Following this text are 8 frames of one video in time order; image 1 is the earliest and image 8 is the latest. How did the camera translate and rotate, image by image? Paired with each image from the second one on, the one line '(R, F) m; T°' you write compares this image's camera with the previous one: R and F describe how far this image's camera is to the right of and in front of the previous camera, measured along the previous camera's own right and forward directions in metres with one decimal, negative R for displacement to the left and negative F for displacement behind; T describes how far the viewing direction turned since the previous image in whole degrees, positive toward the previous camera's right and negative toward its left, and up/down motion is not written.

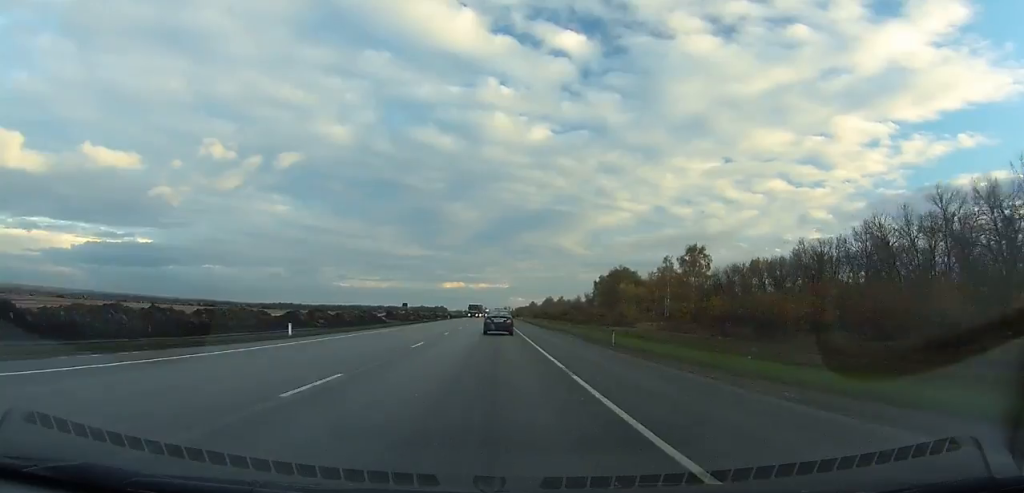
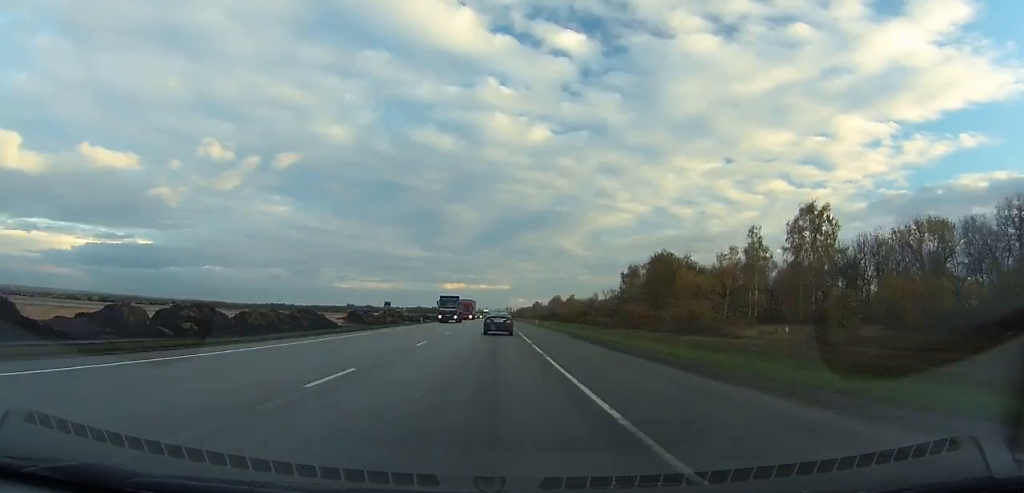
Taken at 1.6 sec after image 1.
(0.0, +42.4) m; 0°
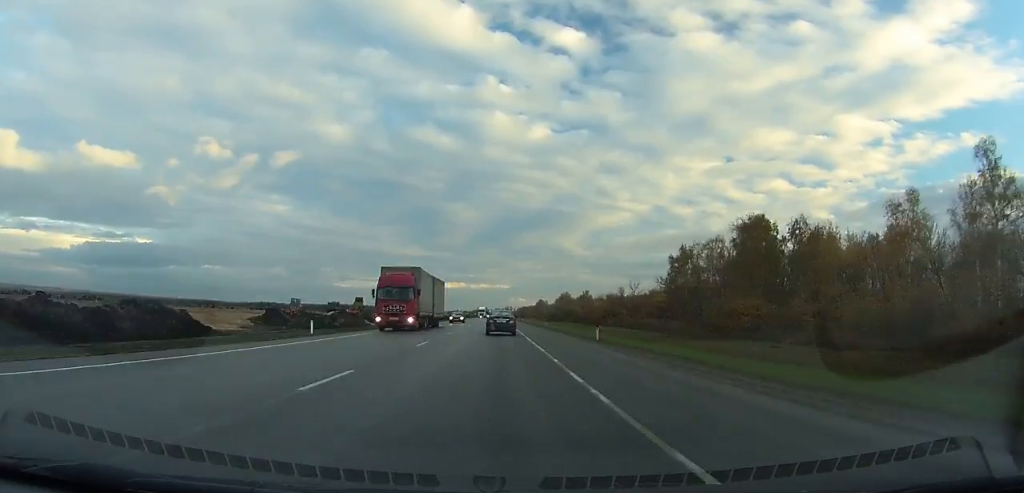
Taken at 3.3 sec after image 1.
(0.0, +47.5) m; 0°
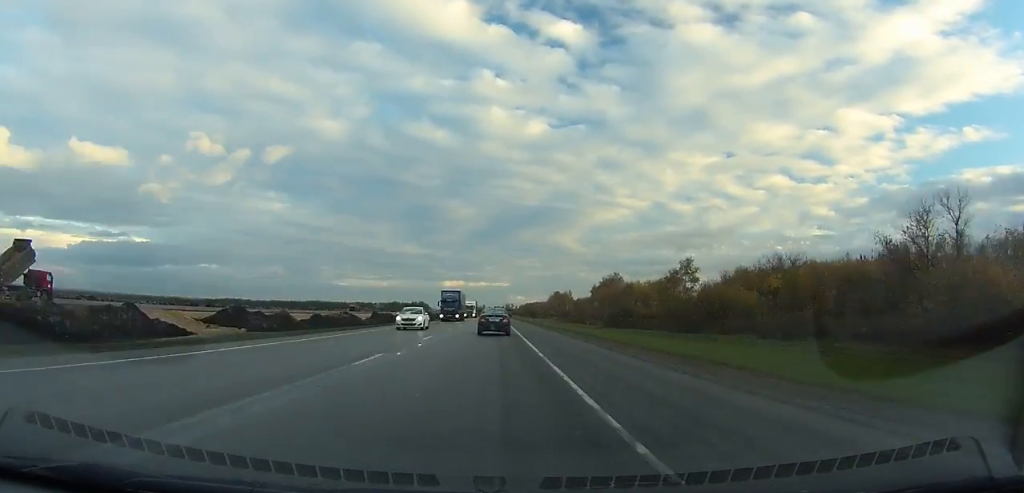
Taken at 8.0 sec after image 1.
(-0.1, +135.4) m; 0°
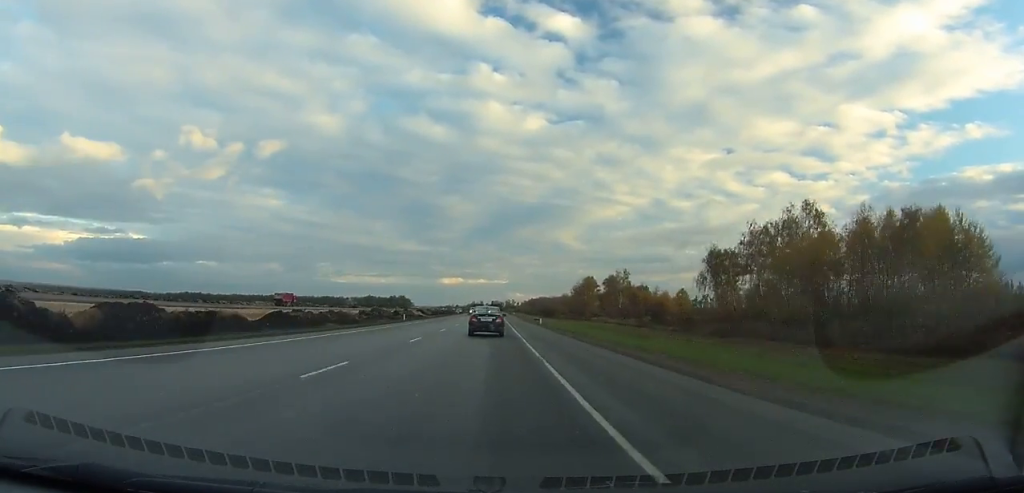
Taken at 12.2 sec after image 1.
(+0.3, +125.0) m; 0°
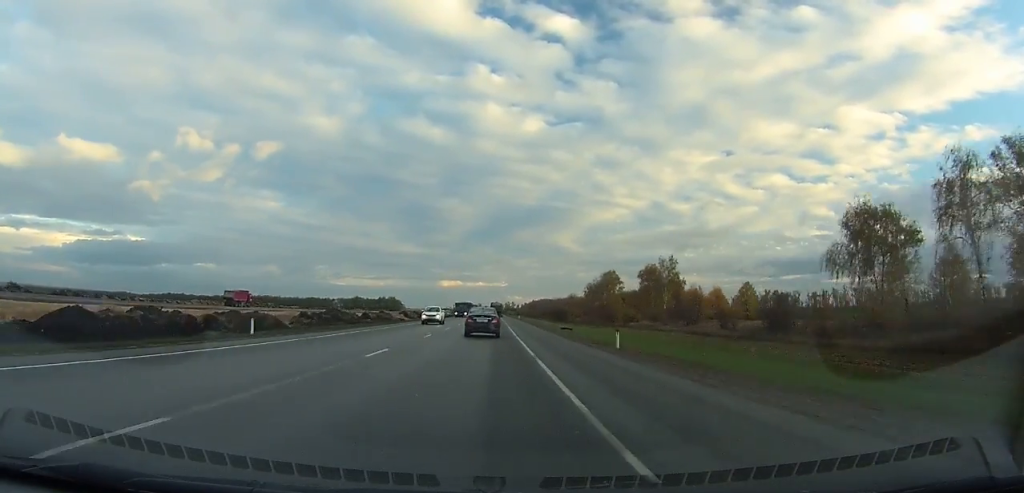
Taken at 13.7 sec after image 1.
(0.0, +45.0) m; 0°
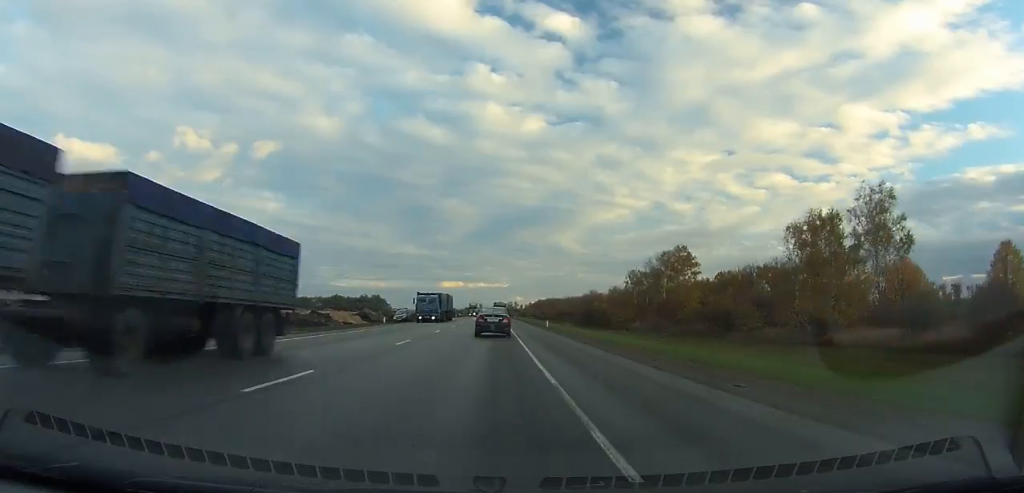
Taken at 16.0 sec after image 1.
(0.0, +68.9) m; 0°
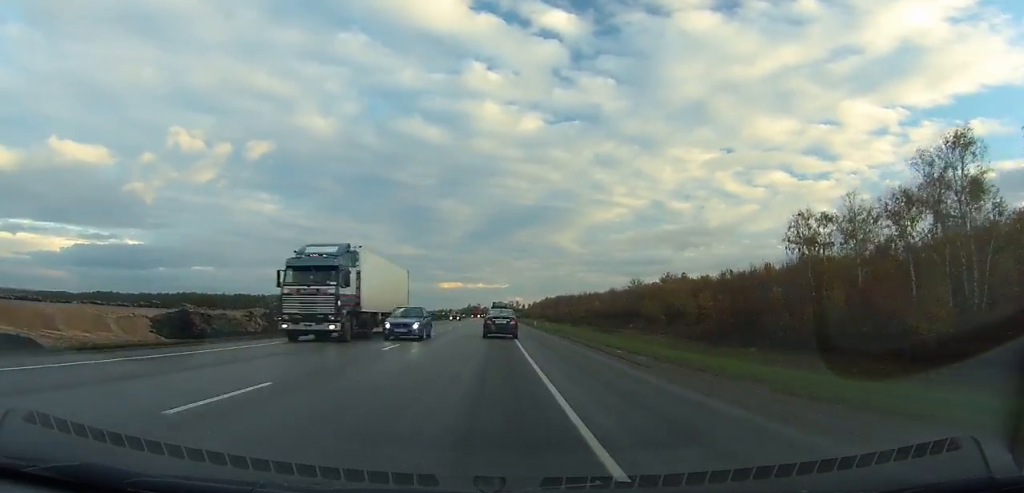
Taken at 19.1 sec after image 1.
(0.0, +91.8) m; 0°
